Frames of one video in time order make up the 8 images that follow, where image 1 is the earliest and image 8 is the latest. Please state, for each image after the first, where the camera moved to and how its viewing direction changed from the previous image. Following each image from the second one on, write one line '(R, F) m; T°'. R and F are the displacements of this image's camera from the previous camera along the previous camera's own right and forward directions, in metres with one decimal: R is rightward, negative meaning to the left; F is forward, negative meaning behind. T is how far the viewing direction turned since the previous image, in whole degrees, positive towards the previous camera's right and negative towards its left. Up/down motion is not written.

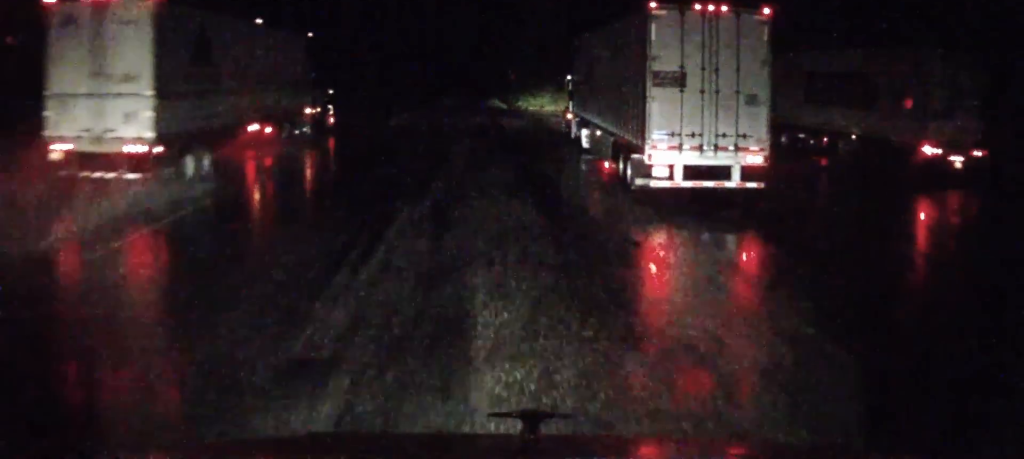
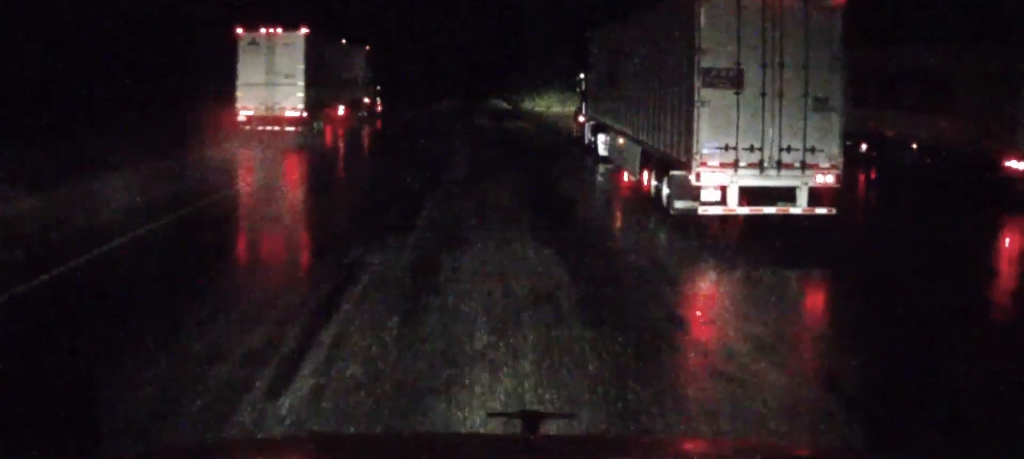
(-0.1, +4.7) m; -4°
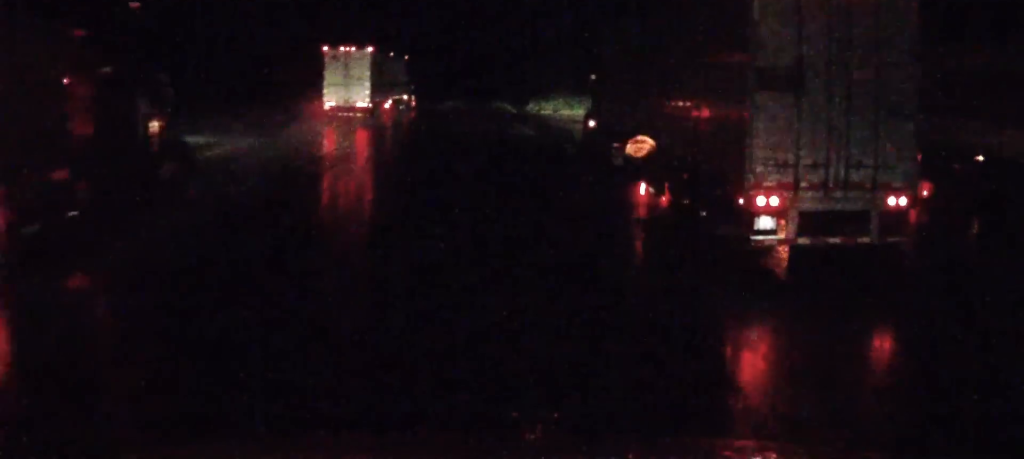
(-0.1, +3.8) m; +2°
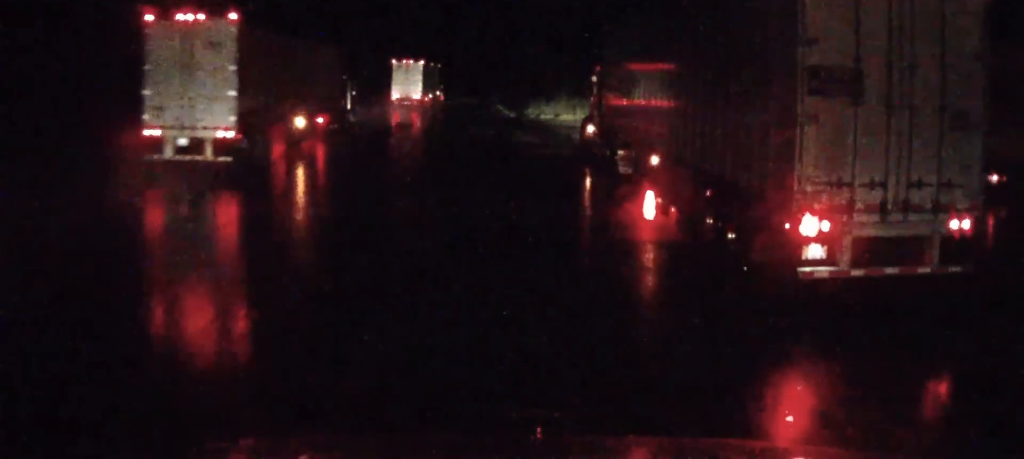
(+0.3, +5.0) m; +4°
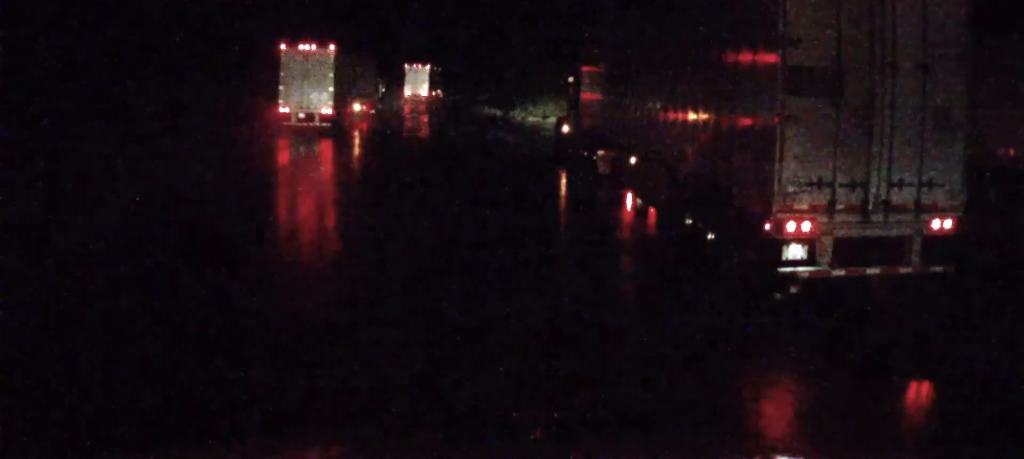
(0.0, +3.6) m; -3°
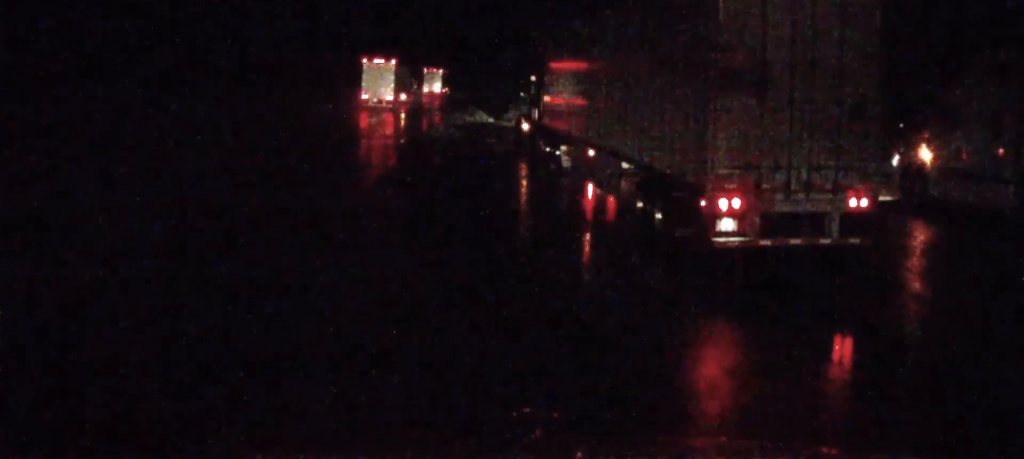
(-0.7, +6.1) m; -6°
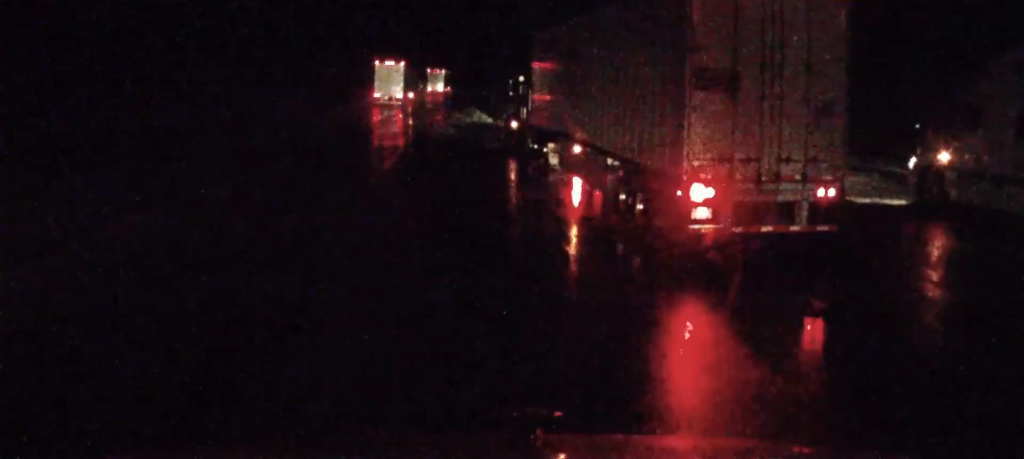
(+0.1, +1.5) m; +3°
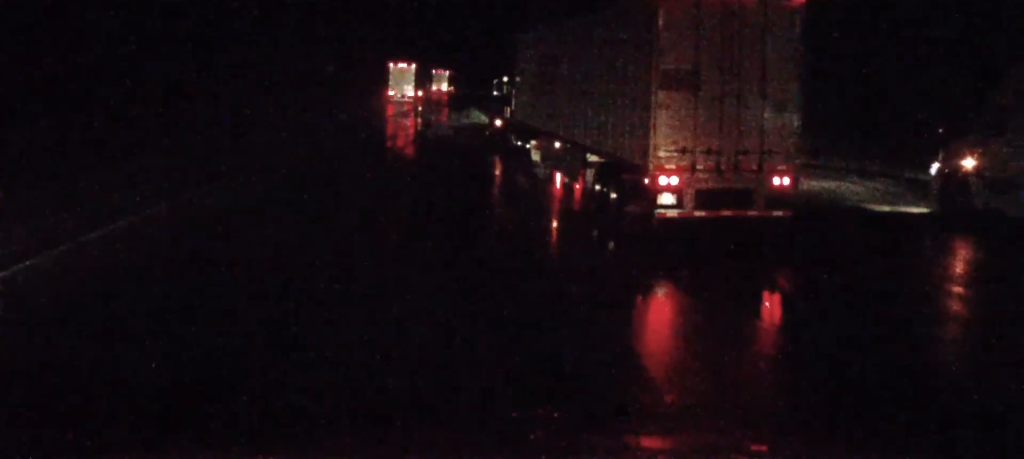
(+0.1, +2.1) m; +2°
